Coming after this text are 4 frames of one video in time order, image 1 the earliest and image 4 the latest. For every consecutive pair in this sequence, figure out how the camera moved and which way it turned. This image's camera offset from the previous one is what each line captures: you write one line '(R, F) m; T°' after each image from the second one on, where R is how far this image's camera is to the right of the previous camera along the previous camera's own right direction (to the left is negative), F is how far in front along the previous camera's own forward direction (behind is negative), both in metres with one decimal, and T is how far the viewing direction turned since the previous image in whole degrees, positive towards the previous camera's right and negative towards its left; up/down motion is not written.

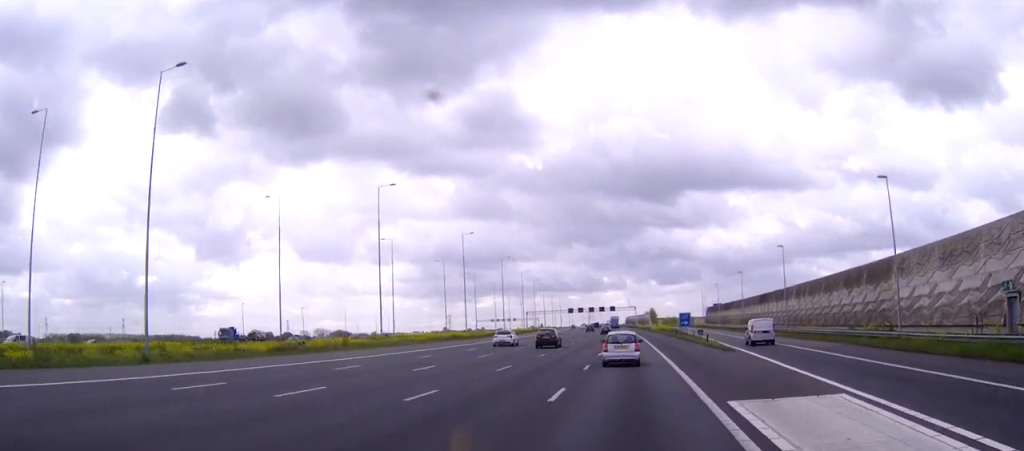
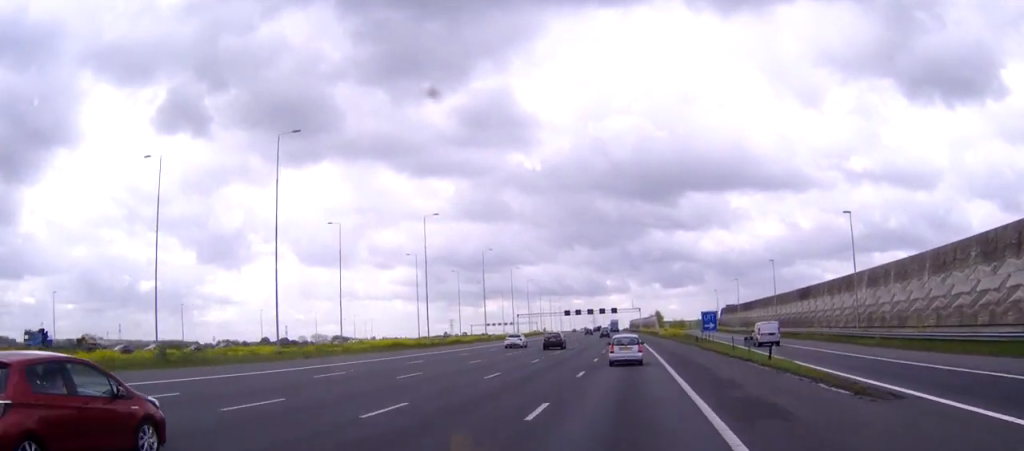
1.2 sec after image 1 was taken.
(0.0, +28.2) m; 0°
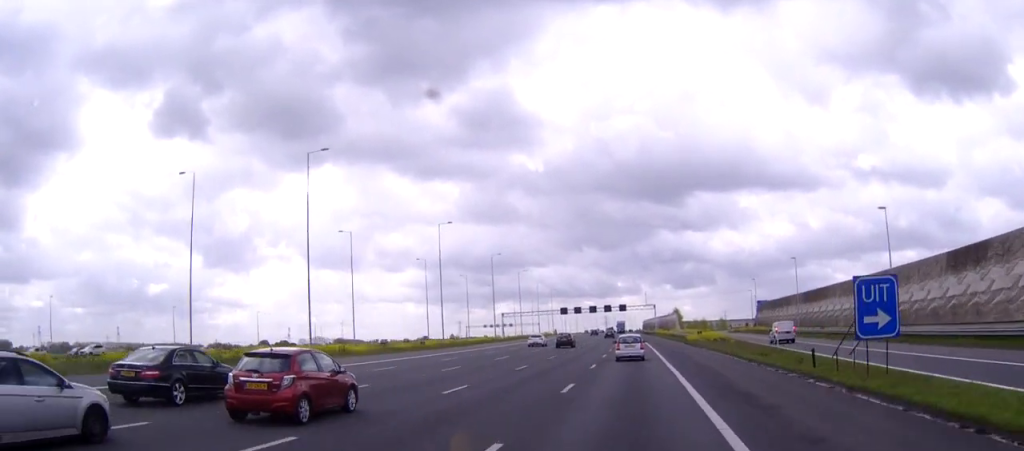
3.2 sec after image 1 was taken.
(-0.3, +45.4) m; -1°
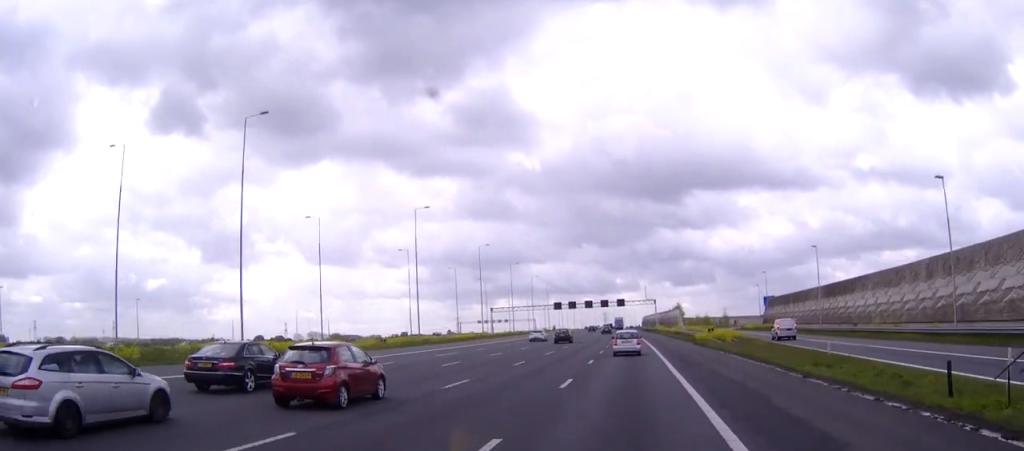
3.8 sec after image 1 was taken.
(0.0, +12.8) m; 0°
